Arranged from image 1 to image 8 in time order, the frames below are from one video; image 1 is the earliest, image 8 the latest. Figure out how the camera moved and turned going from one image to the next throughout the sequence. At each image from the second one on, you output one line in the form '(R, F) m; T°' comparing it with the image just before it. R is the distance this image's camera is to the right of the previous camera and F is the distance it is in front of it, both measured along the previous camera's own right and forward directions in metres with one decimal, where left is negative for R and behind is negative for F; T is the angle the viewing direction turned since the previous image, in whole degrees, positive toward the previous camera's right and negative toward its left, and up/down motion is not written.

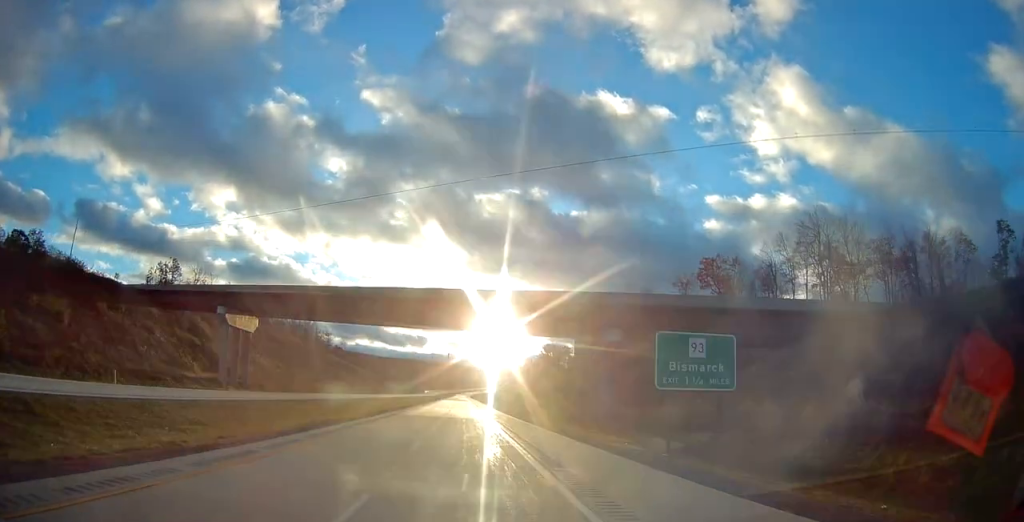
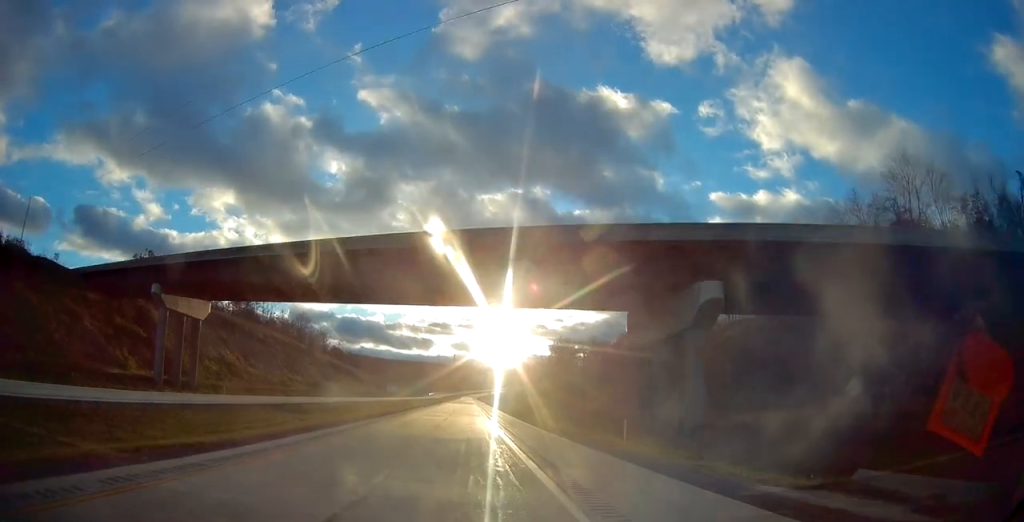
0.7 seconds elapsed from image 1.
(-0.2, +21.6) m; -1°
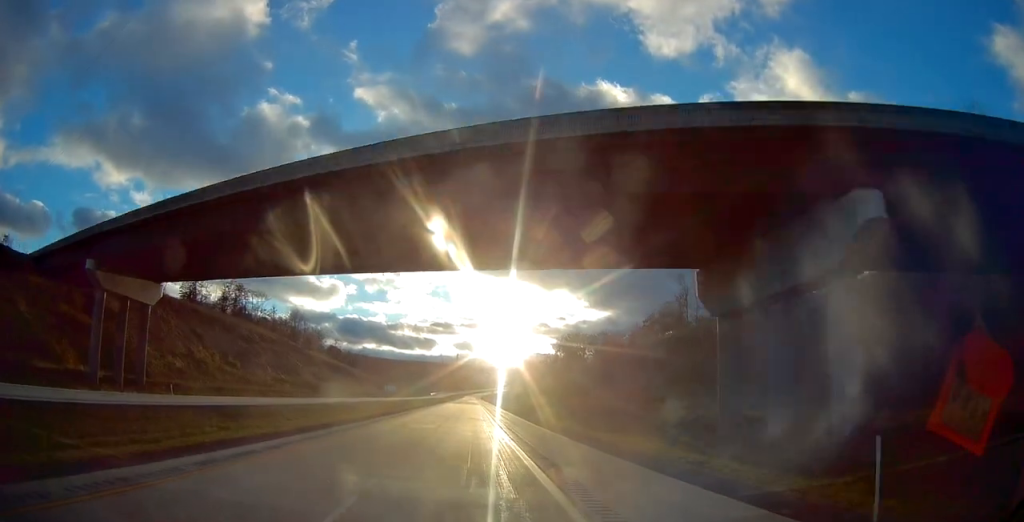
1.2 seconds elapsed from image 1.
(-0.1, +14.7) m; 0°
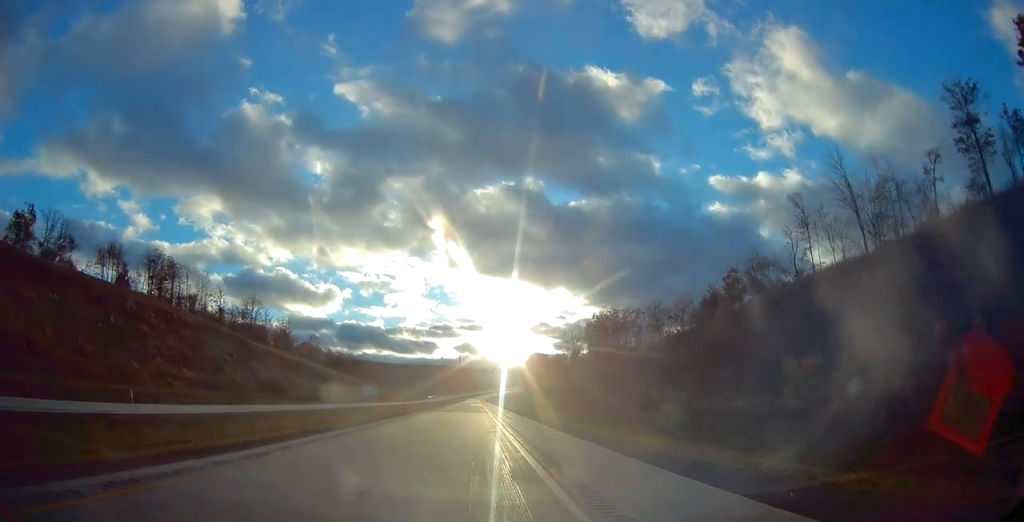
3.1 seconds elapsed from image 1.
(-0.1, +54.8) m; 0°
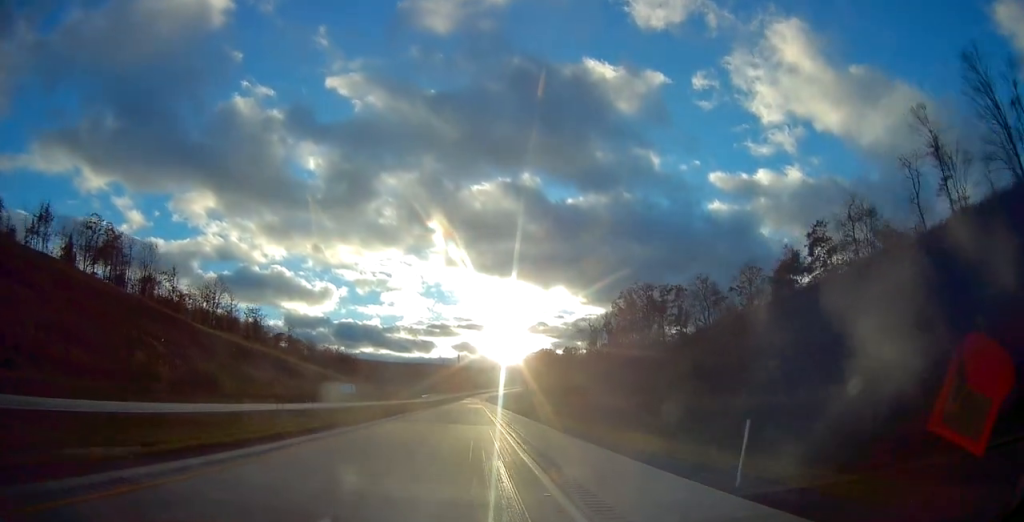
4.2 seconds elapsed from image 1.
(-0.2, +32.3) m; -1°
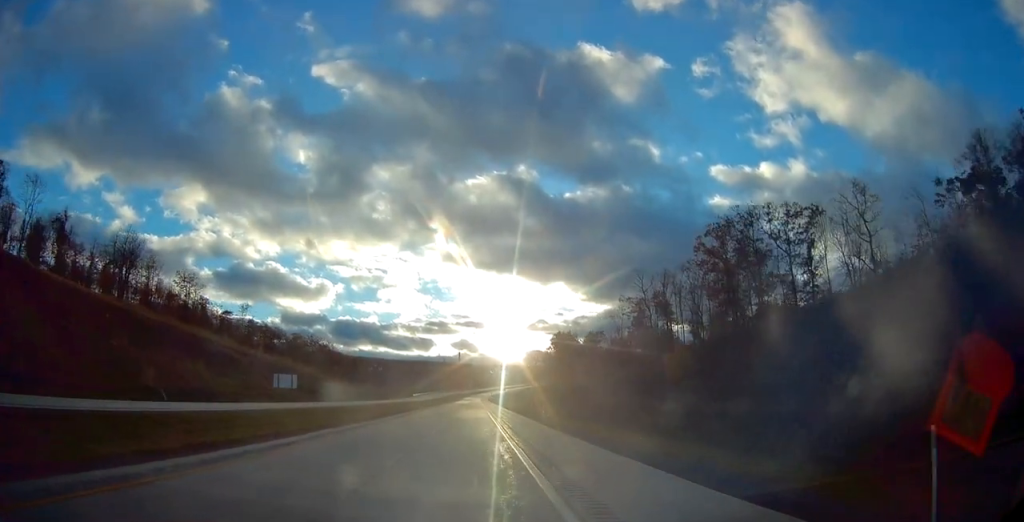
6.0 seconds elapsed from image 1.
(+0.1, +52.8) m; 0°
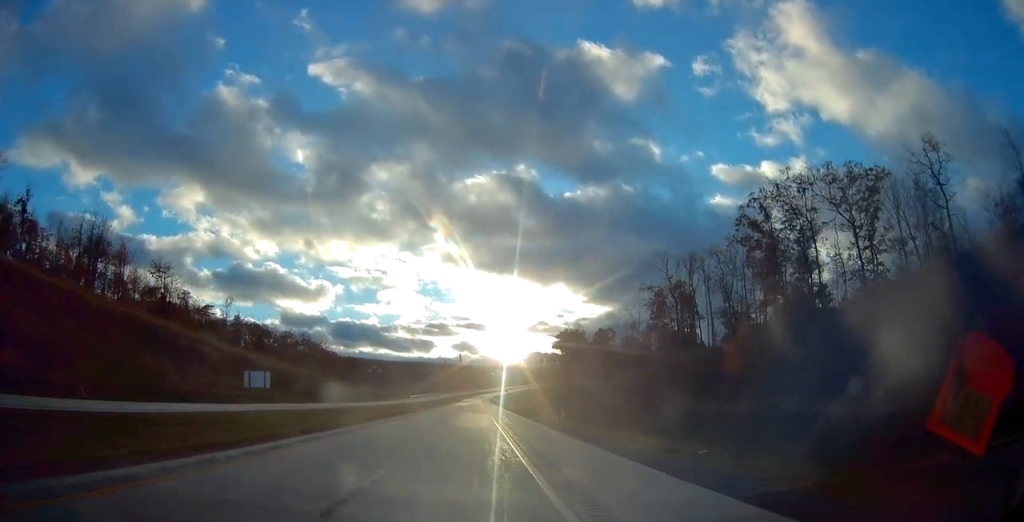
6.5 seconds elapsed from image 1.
(0.0, +14.6) m; 0°
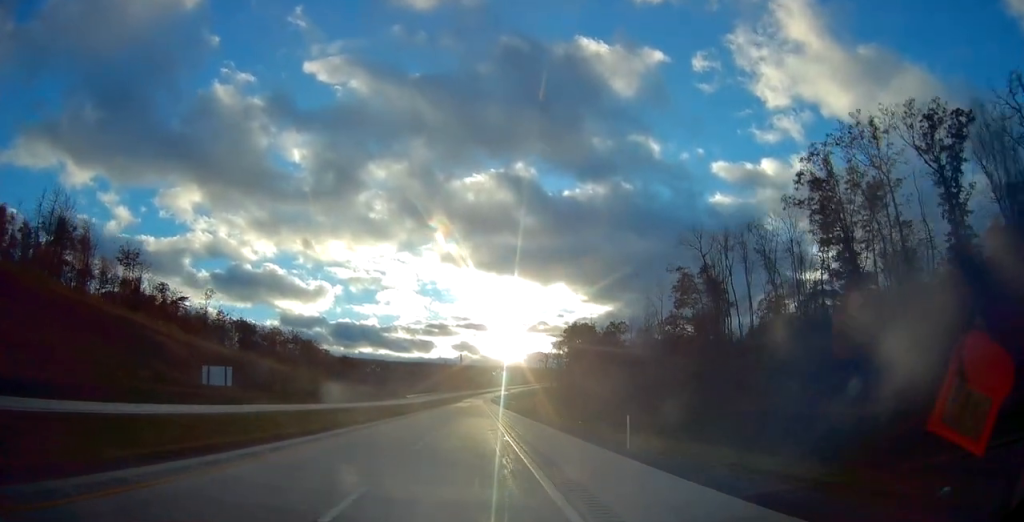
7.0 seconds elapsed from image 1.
(0.0, +15.5) m; 0°
